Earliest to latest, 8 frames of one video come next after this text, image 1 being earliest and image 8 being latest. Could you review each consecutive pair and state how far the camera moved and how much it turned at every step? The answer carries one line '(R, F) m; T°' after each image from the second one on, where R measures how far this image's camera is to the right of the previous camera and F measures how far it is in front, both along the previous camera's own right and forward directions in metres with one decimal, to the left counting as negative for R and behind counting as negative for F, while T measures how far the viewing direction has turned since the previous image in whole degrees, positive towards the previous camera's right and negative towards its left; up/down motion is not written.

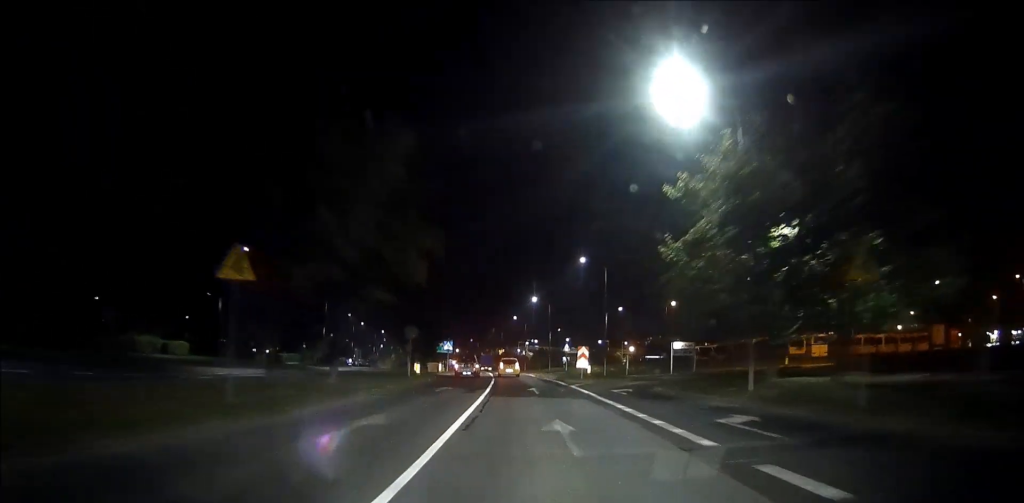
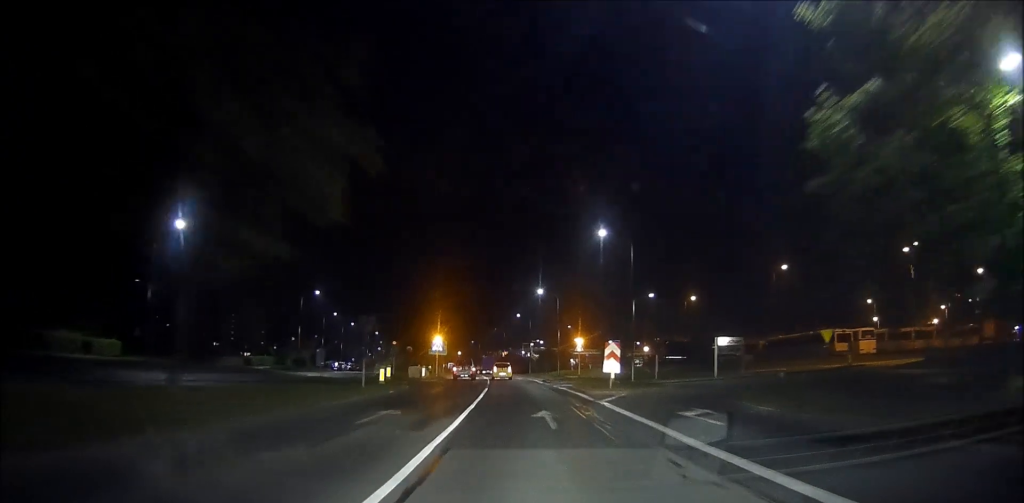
(0.0, +11.9) m; 0°
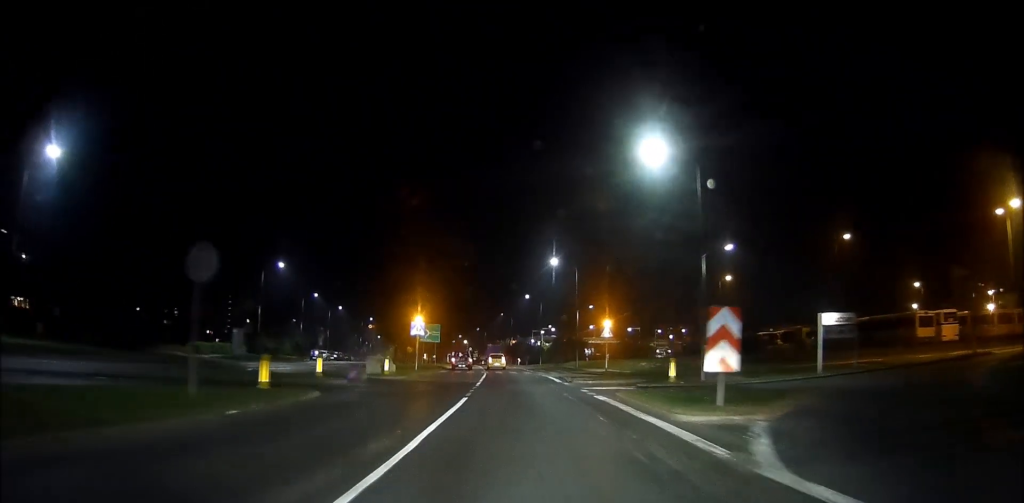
(0.0, +14.9) m; -1°
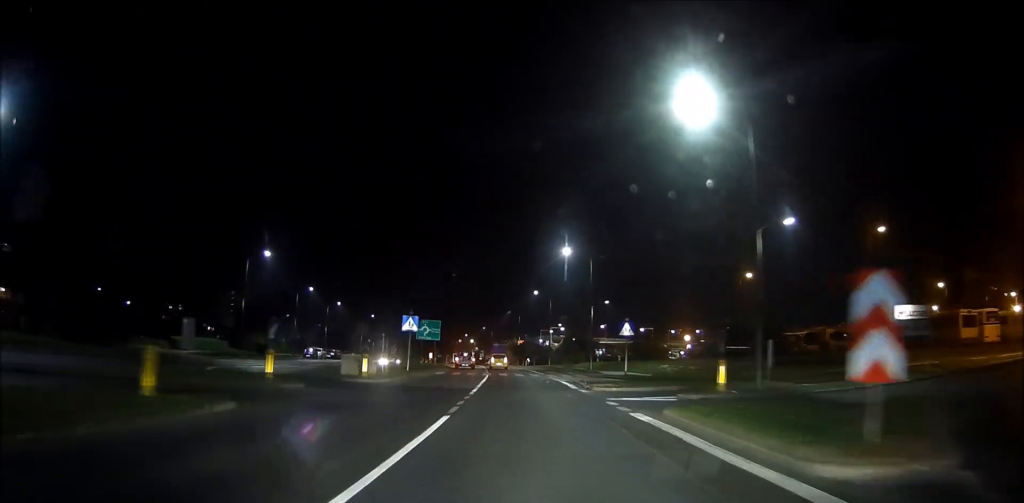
(+0.1, +5.8) m; -1°
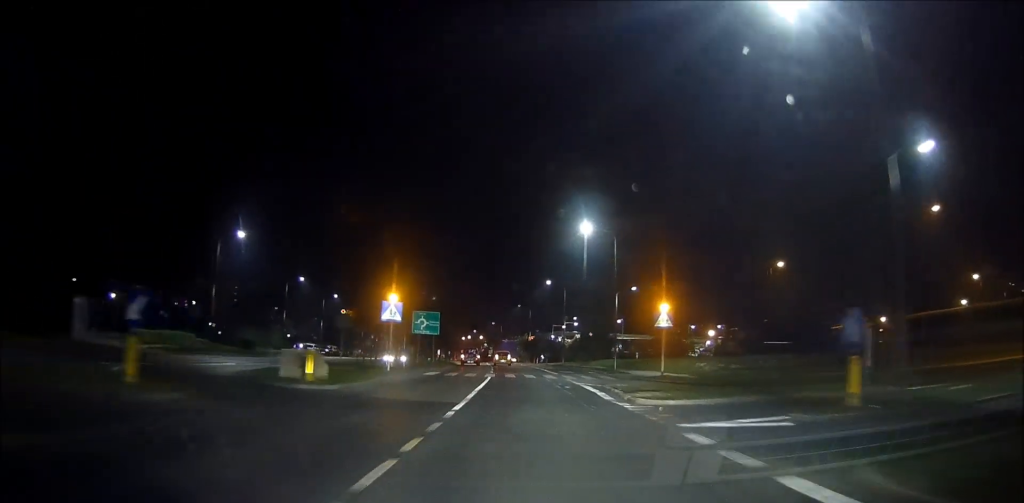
(-0.2, +8.3) m; -1°
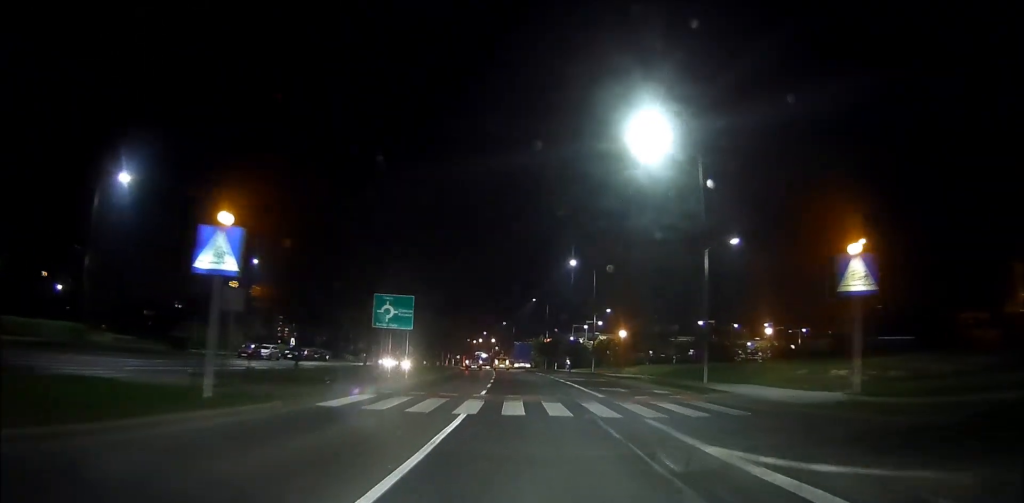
(-0.4, +19.5) m; -2°
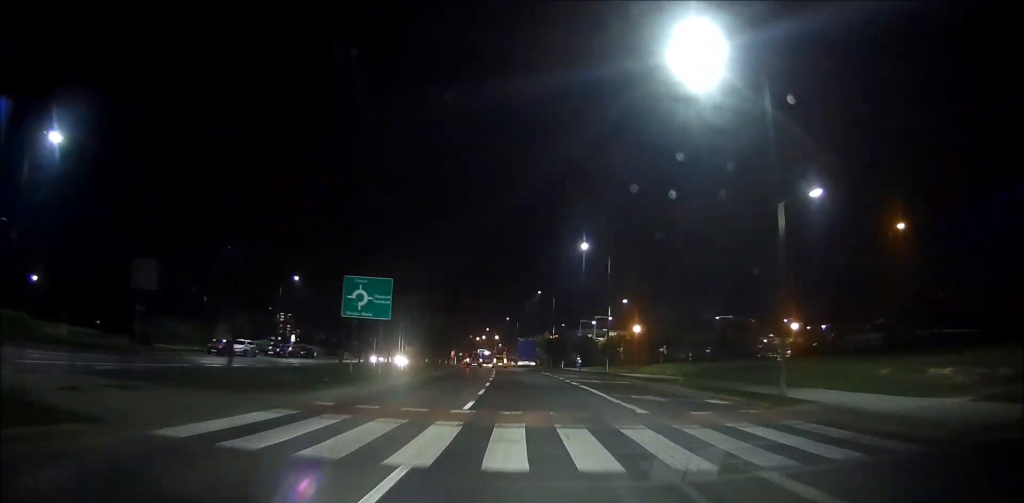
(0.0, +7.4) m; 0°
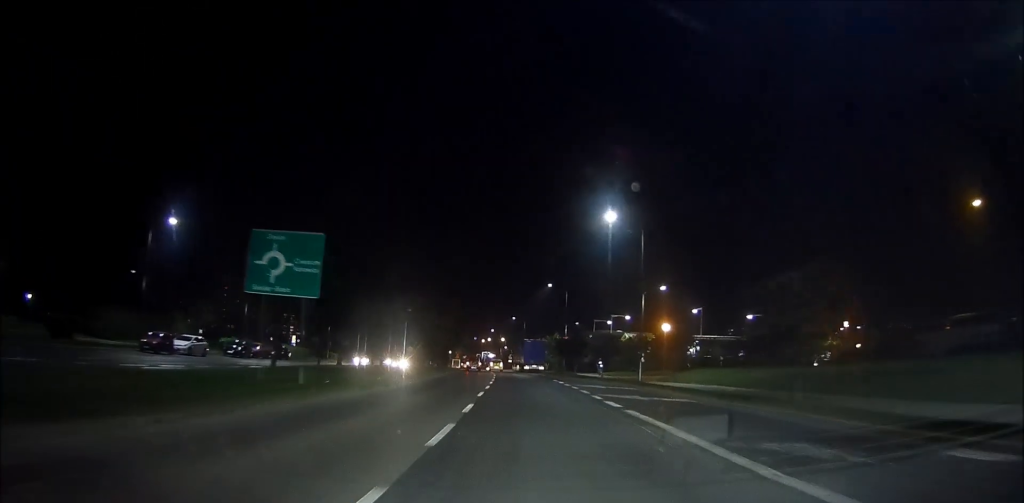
(0.0, +11.3) m; 0°
